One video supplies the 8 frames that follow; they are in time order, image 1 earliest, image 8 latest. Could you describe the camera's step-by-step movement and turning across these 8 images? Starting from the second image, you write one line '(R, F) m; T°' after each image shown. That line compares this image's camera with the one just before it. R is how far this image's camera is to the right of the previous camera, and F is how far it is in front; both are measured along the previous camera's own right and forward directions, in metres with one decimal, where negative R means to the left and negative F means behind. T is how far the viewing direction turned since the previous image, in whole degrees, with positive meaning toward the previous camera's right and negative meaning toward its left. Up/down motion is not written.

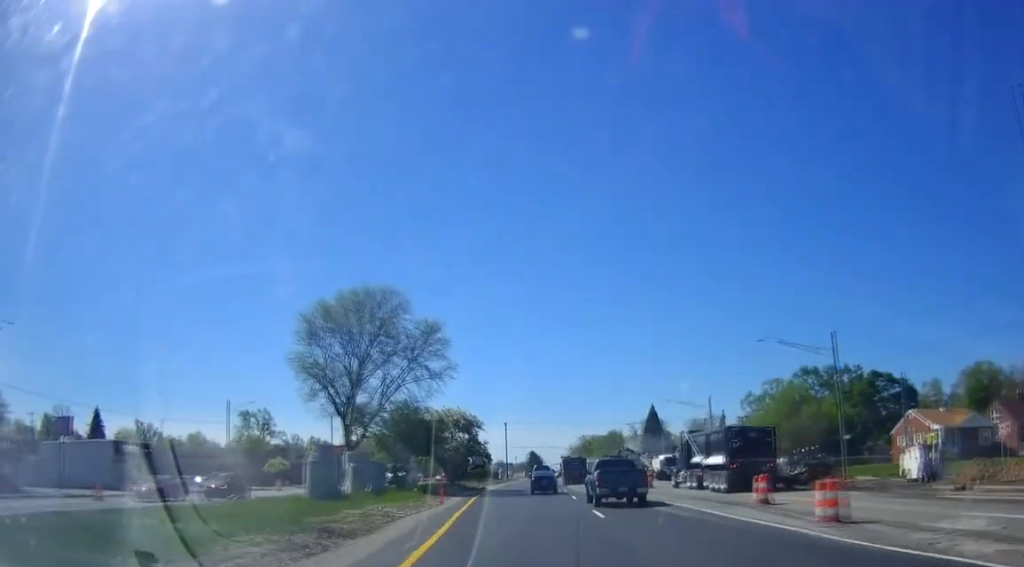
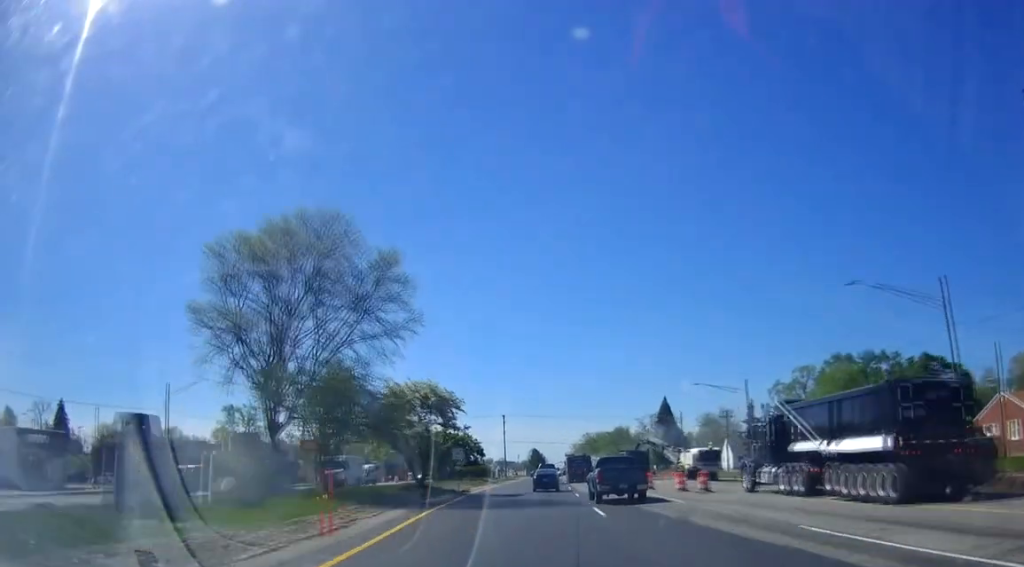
(+0.3, +15.4) m; 0°
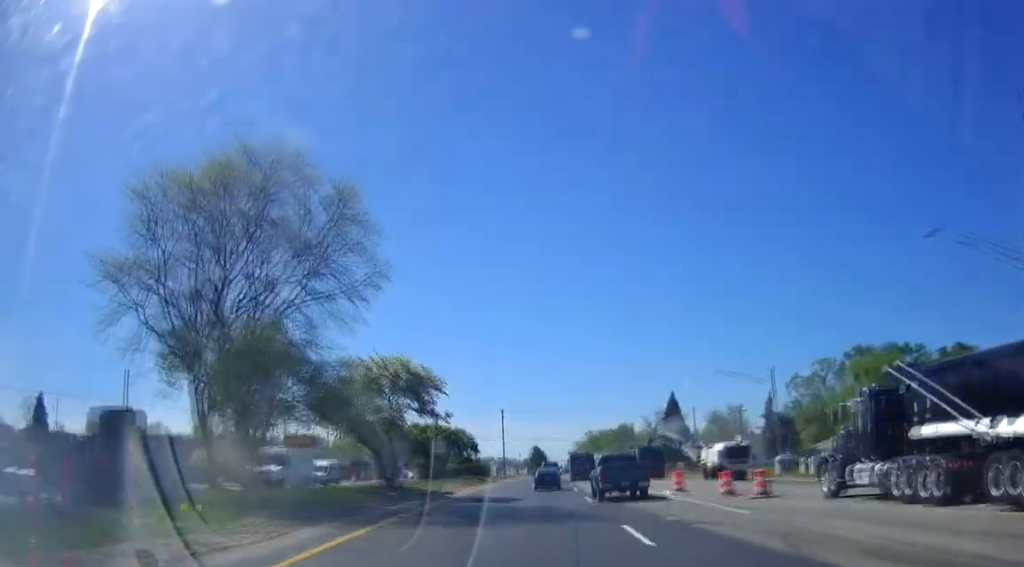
(-0.1, +8.3) m; -1°
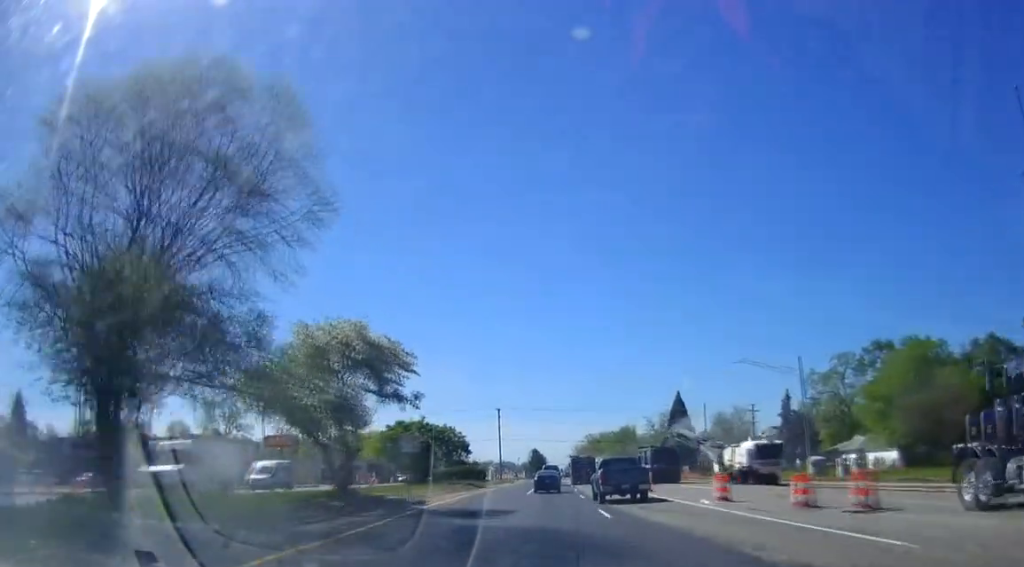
(-0.1, +7.7) m; -1°
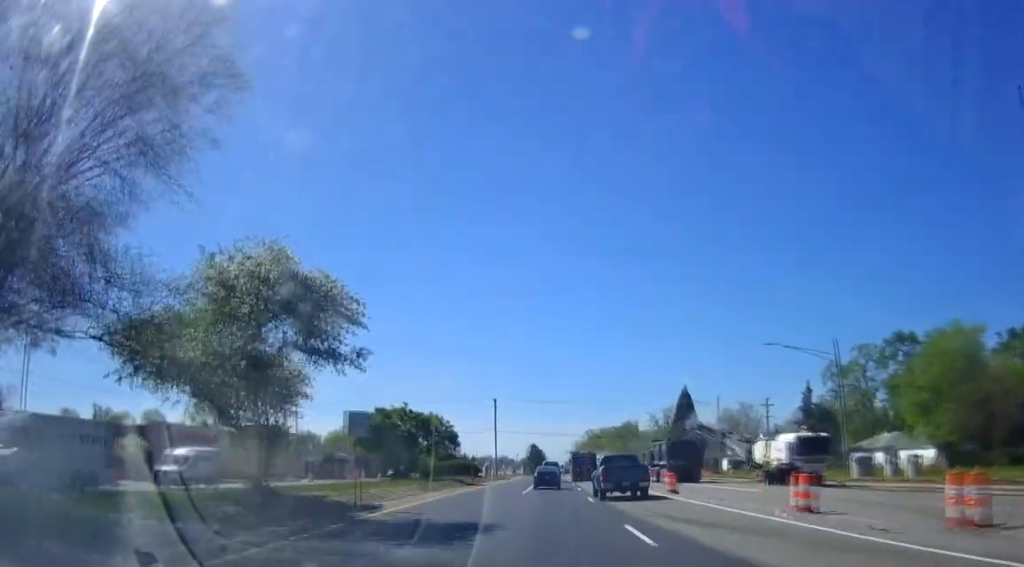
(-0.2, +7.6) m; 0°
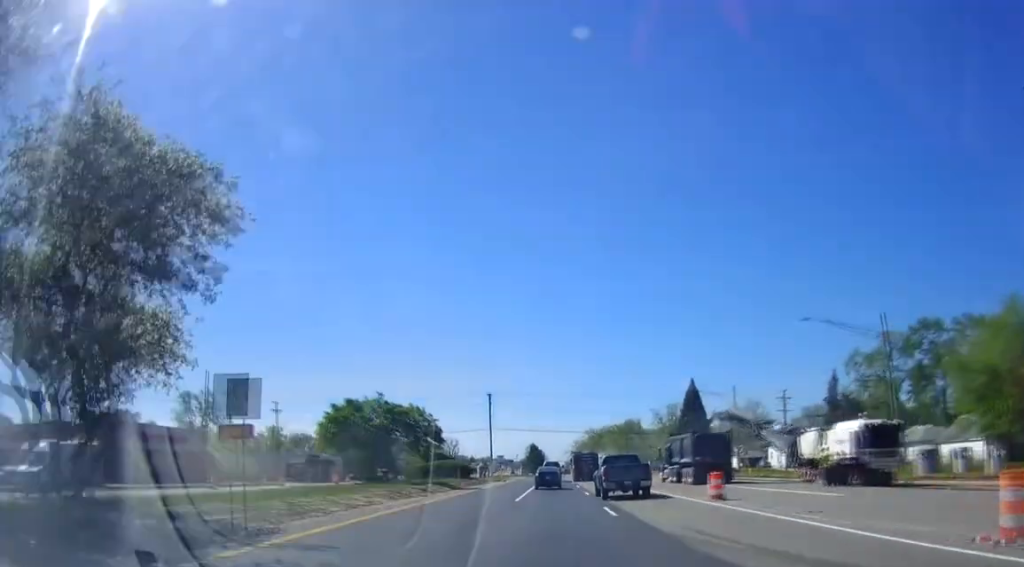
(-0.1, +8.2) m; 0°
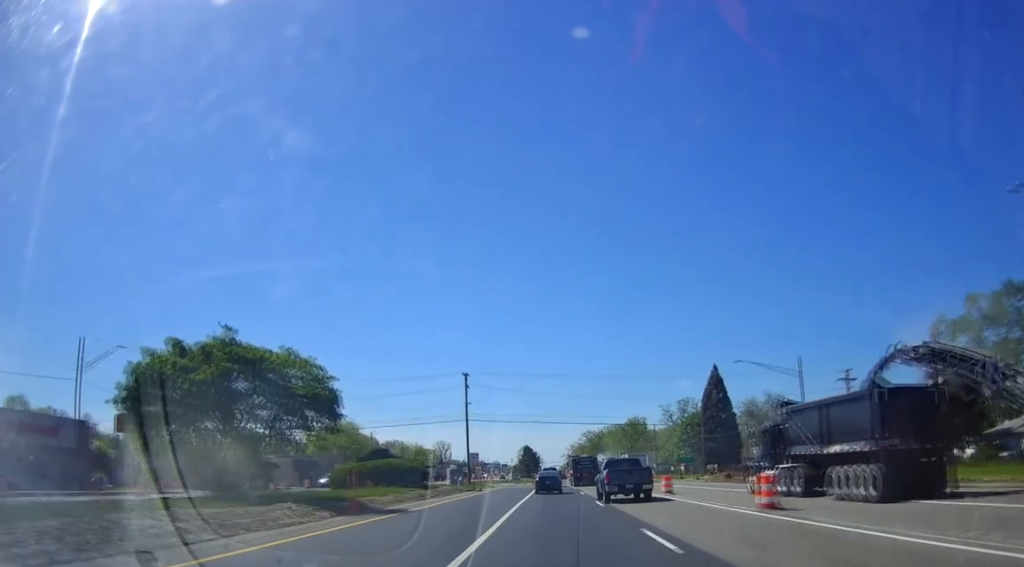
(+0.7, +23.1) m; +2°
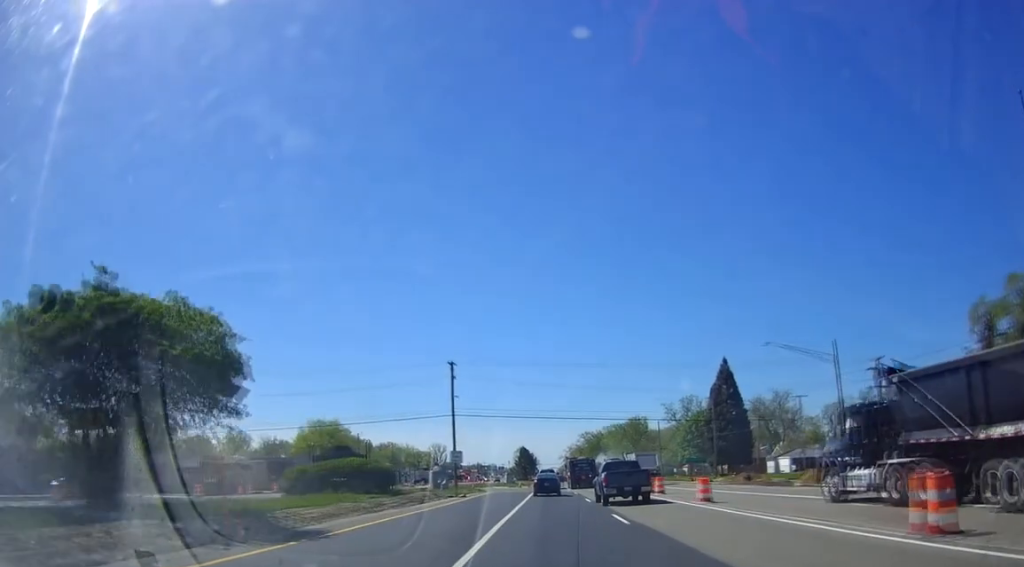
(+0.2, +8.3) m; -1°
